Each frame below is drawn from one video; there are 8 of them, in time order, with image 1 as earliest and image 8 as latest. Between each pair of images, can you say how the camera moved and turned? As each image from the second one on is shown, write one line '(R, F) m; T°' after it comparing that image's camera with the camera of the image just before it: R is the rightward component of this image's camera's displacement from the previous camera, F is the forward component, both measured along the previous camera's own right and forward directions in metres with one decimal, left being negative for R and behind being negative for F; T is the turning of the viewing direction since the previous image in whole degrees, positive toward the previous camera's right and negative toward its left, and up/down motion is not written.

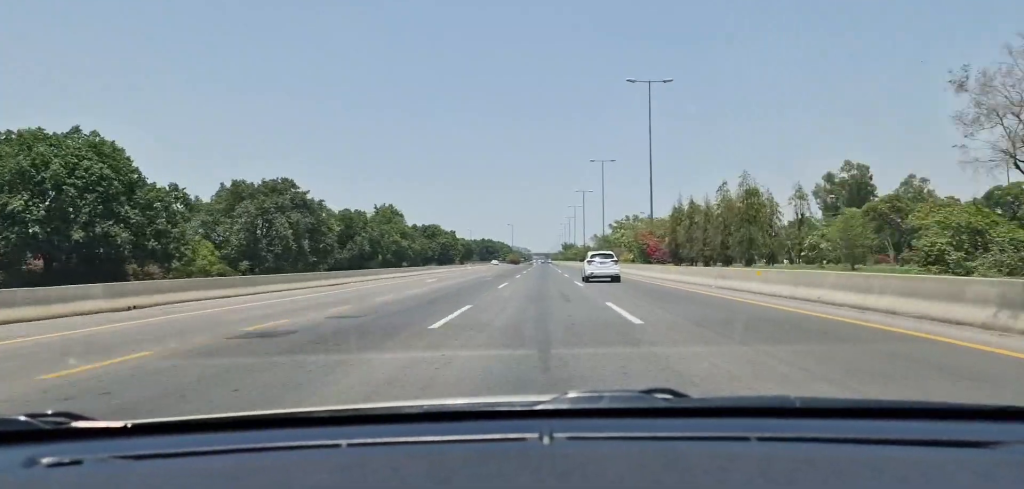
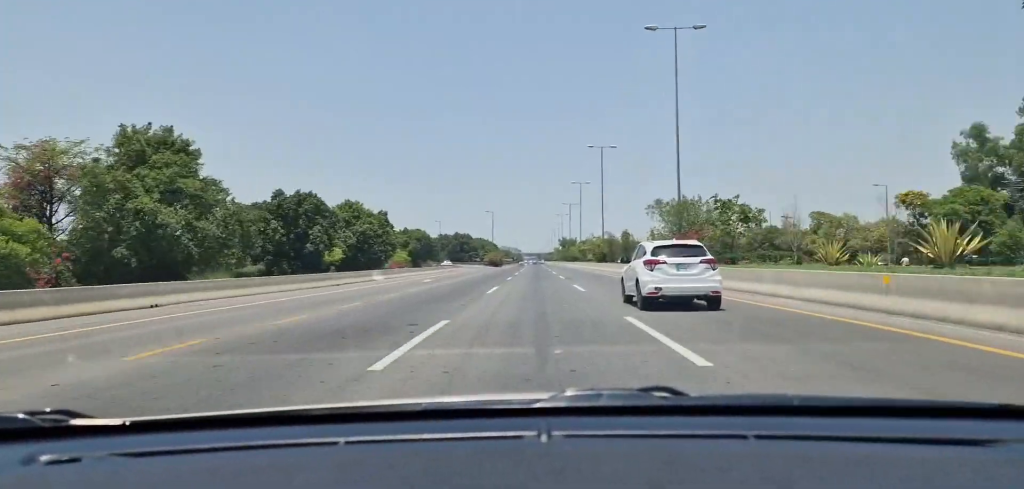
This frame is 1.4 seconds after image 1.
(-0.1, +59.9) m; 0°
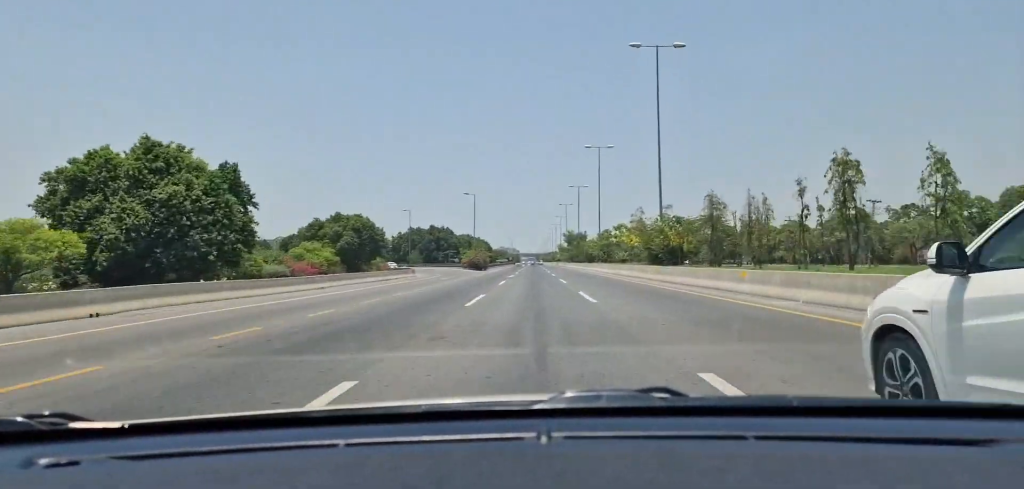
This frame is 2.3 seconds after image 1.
(0.0, +41.2) m; 0°
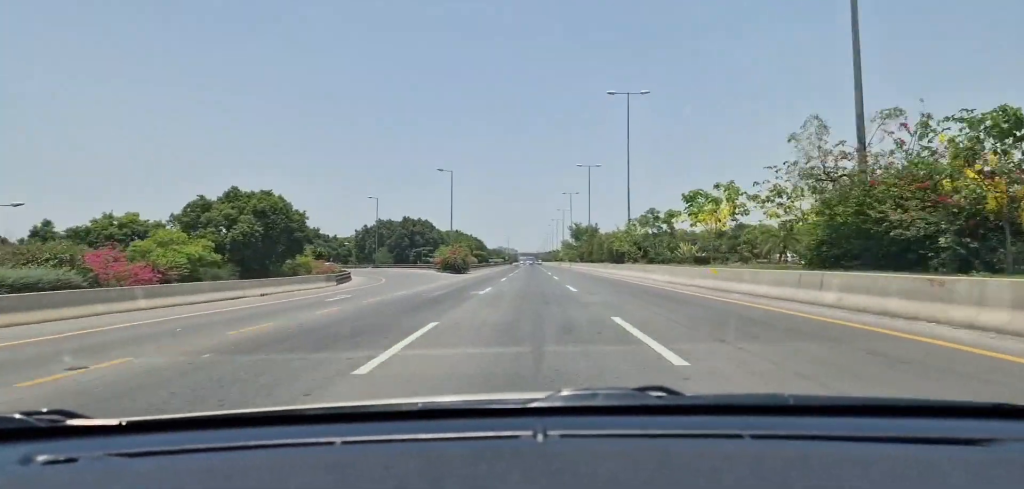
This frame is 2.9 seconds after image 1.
(-0.2, +29.3) m; 0°
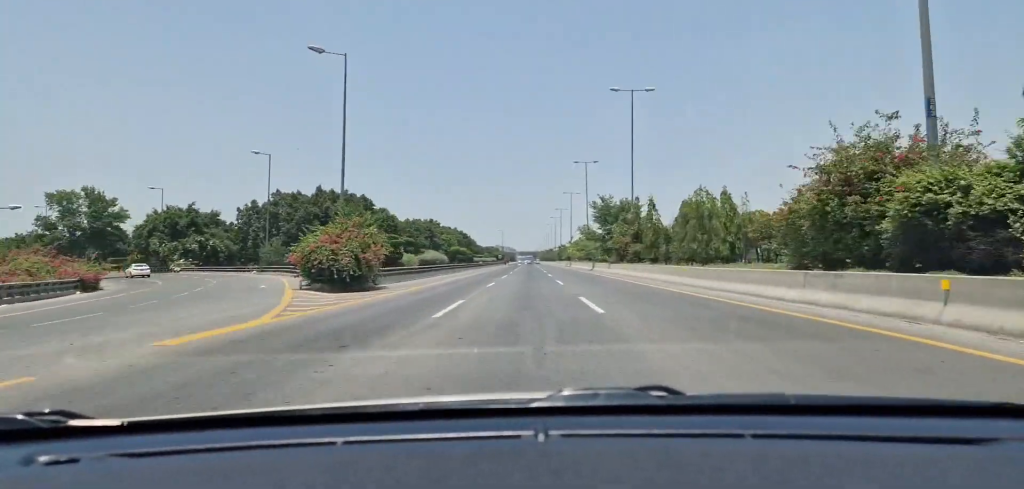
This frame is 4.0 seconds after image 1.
(+0.4, +46.9) m; 0°
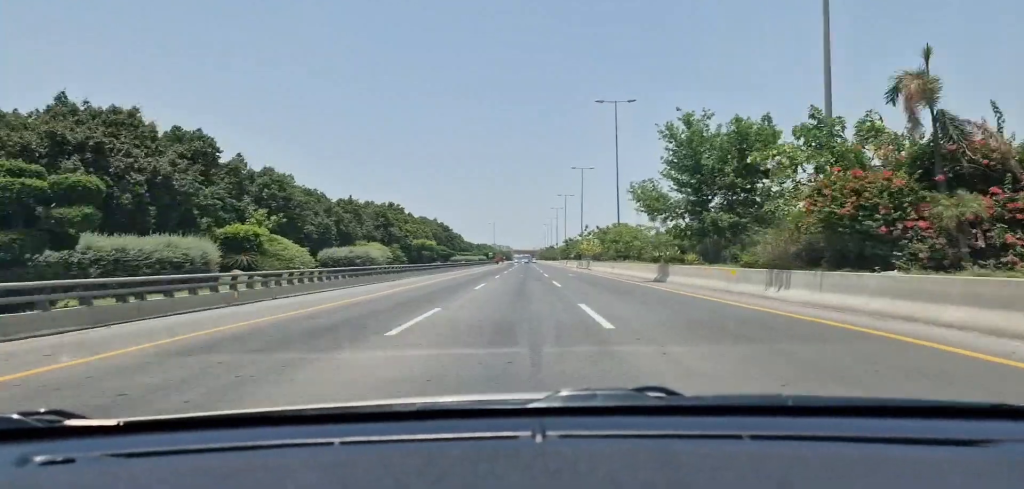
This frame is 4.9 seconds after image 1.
(0.0, +41.0) m; -1°
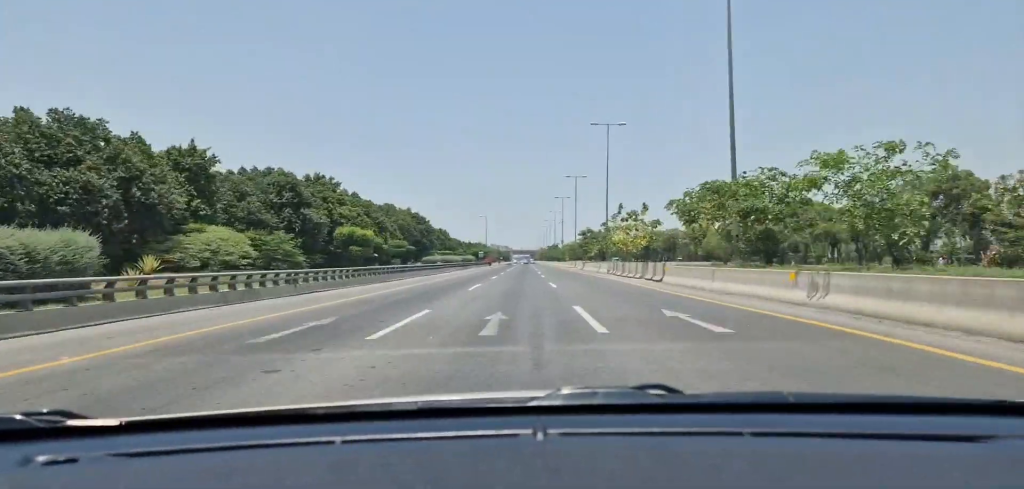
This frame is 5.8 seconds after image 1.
(-0.4, +35.9) m; -1°
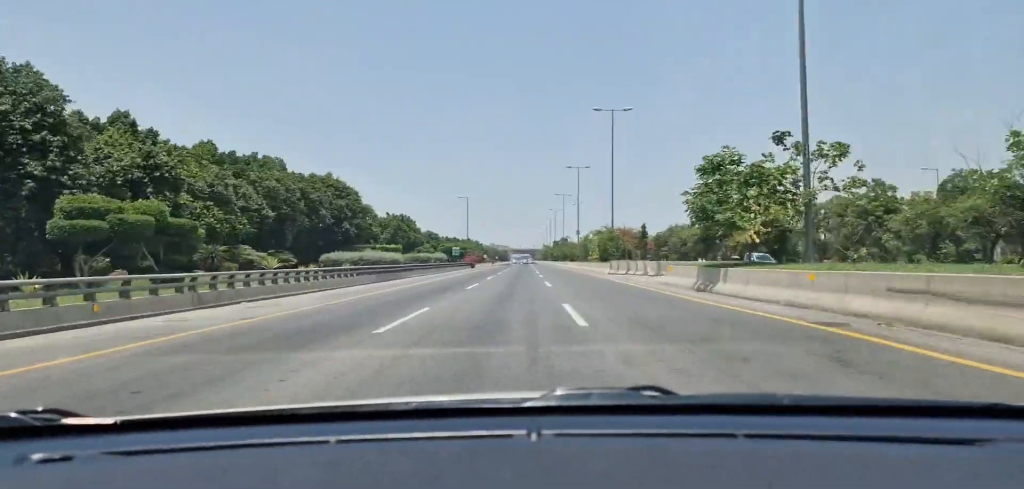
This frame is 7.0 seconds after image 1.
(+0.1, +52.7) m; +1°
